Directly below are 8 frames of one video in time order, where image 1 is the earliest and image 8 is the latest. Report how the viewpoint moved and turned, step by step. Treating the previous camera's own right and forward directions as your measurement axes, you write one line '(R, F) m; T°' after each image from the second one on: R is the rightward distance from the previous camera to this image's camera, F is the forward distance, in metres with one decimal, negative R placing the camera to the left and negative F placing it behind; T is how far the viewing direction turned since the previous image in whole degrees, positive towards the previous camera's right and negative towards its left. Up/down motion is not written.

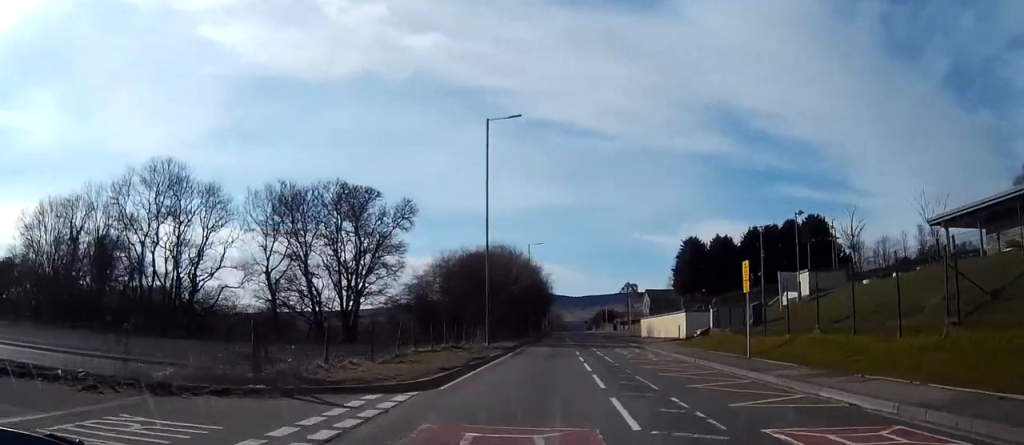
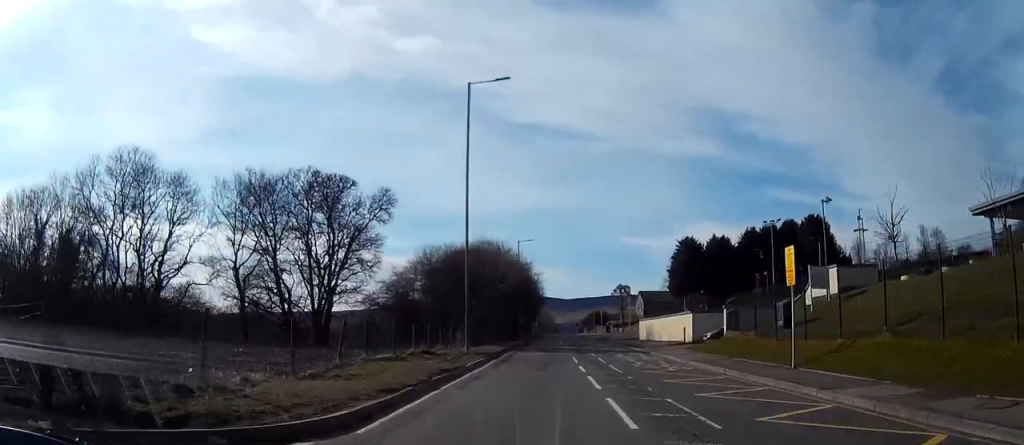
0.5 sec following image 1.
(0.0, +5.8) m; +1°
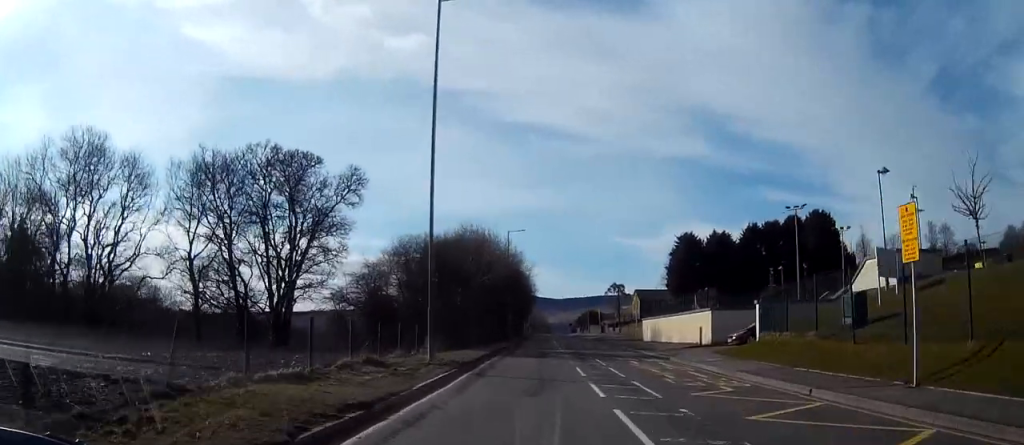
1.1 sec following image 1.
(0.0, +7.9) m; +1°
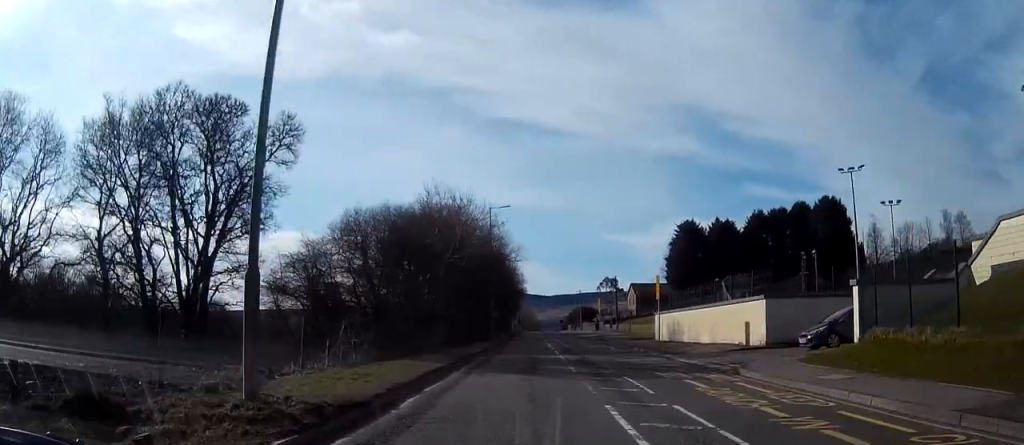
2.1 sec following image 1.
(+0.3, +12.2) m; +1°
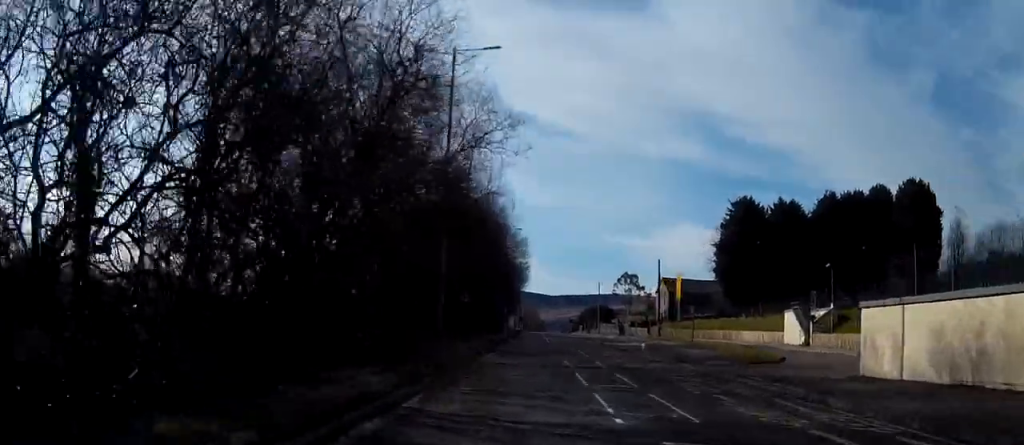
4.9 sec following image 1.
(-0.2, +34.0) m; -1°
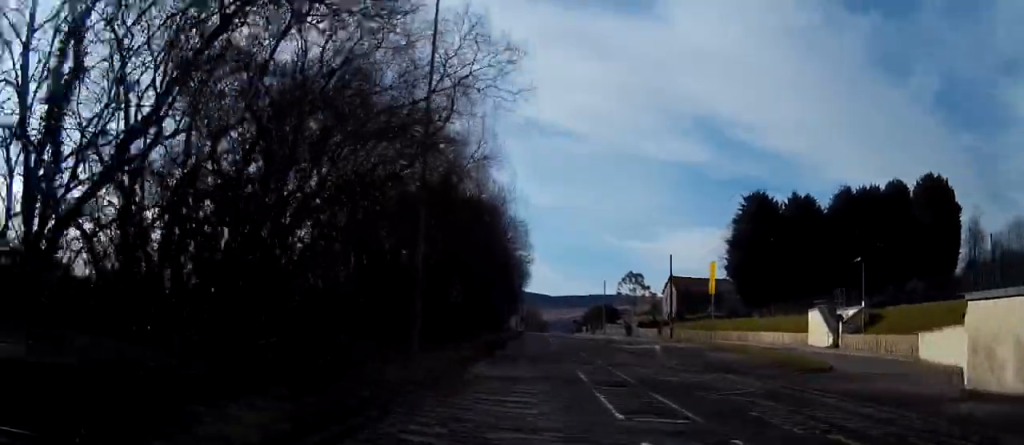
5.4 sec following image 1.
(0.0, +5.6) m; 0°
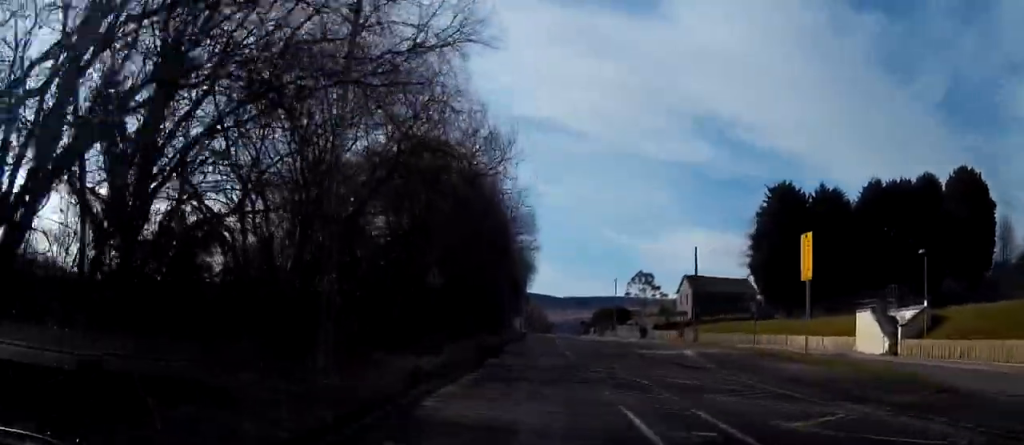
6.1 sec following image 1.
(0.0, +8.7) m; 0°
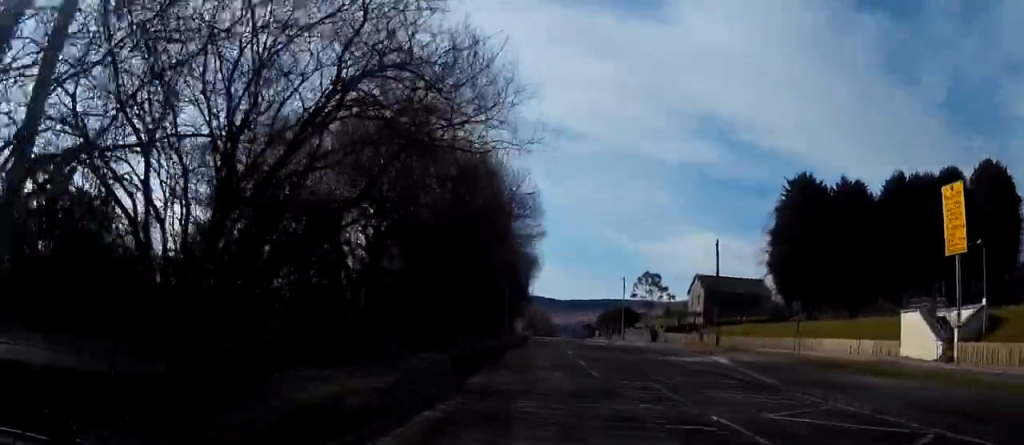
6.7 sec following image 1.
(0.0, +6.7) m; 0°
